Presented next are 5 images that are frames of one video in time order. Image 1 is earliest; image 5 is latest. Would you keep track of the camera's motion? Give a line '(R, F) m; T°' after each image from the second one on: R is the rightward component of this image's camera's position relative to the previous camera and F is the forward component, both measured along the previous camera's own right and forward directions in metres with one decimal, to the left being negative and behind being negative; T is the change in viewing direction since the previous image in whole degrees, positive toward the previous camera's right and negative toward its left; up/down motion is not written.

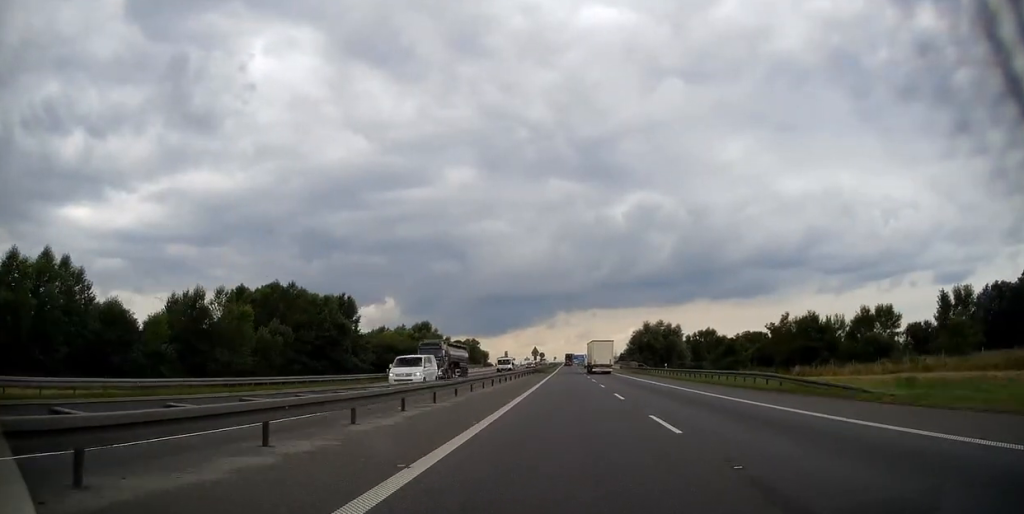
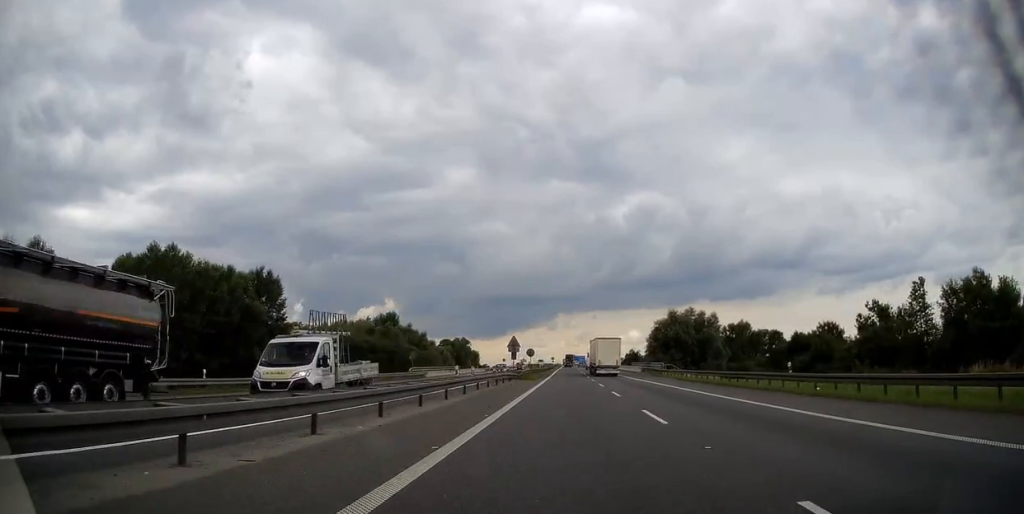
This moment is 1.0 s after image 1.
(-0.1, +34.5) m; 0°
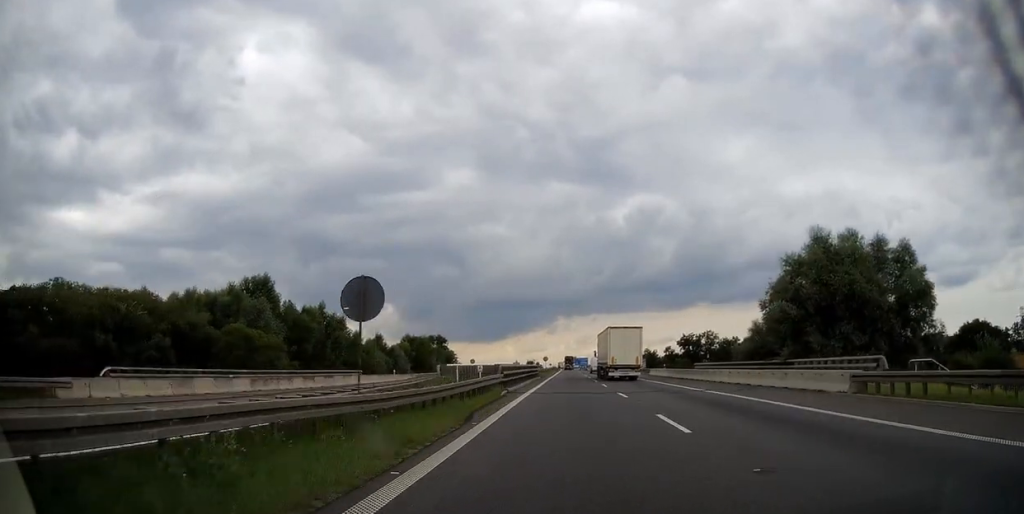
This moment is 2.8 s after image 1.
(+0.3, +63.0) m; 0°
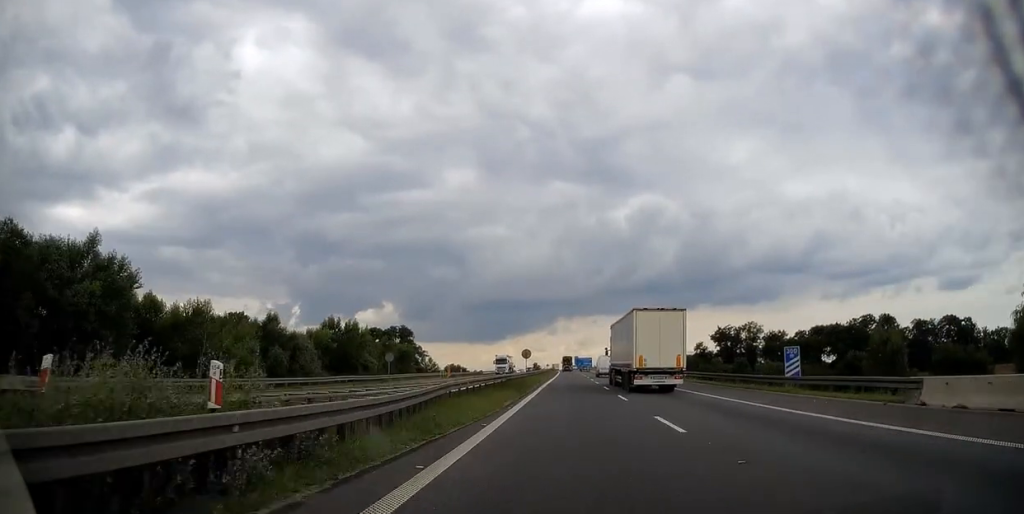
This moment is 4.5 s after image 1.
(-0.4, +59.5) m; -1°
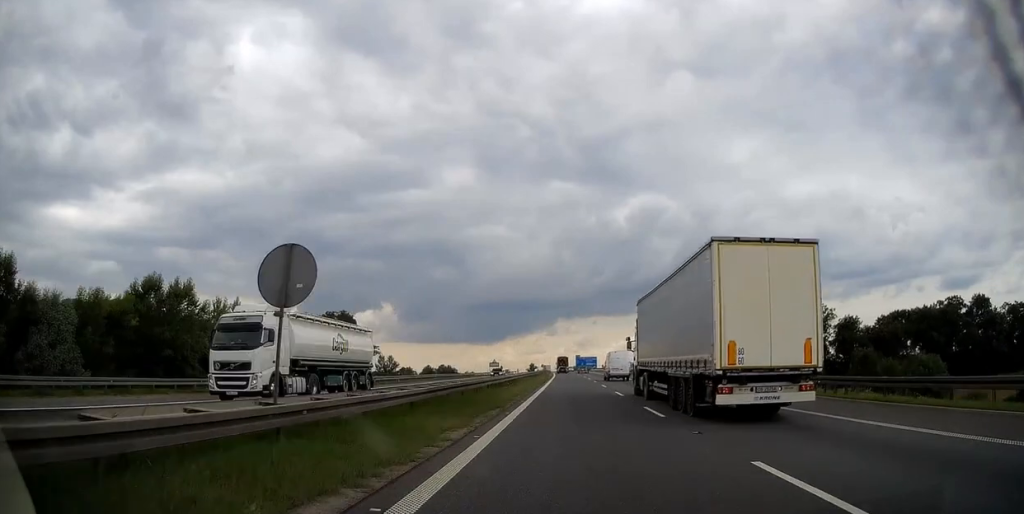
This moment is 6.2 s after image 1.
(+0.2, +56.5) m; 0°
